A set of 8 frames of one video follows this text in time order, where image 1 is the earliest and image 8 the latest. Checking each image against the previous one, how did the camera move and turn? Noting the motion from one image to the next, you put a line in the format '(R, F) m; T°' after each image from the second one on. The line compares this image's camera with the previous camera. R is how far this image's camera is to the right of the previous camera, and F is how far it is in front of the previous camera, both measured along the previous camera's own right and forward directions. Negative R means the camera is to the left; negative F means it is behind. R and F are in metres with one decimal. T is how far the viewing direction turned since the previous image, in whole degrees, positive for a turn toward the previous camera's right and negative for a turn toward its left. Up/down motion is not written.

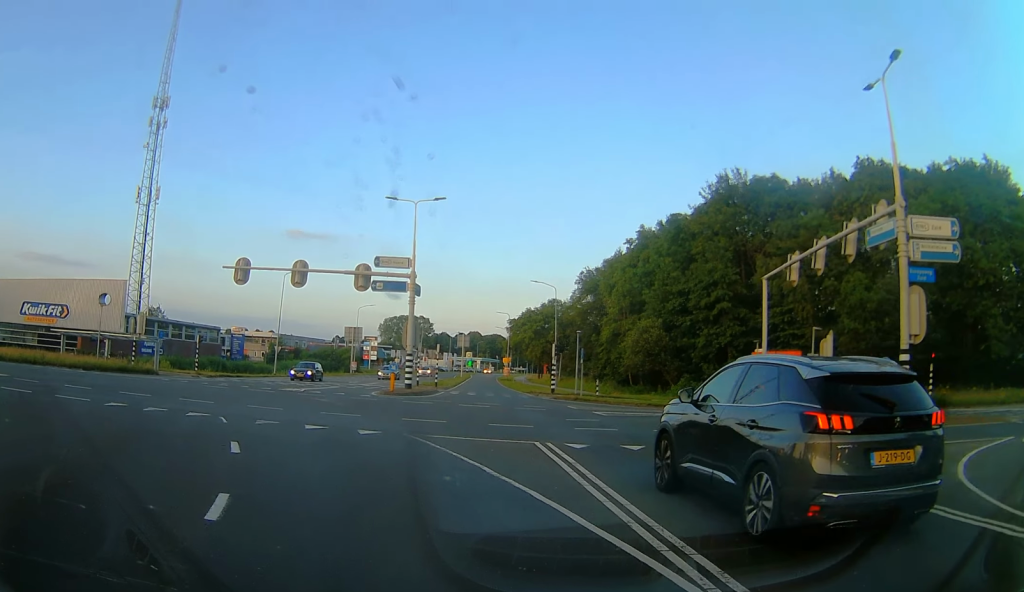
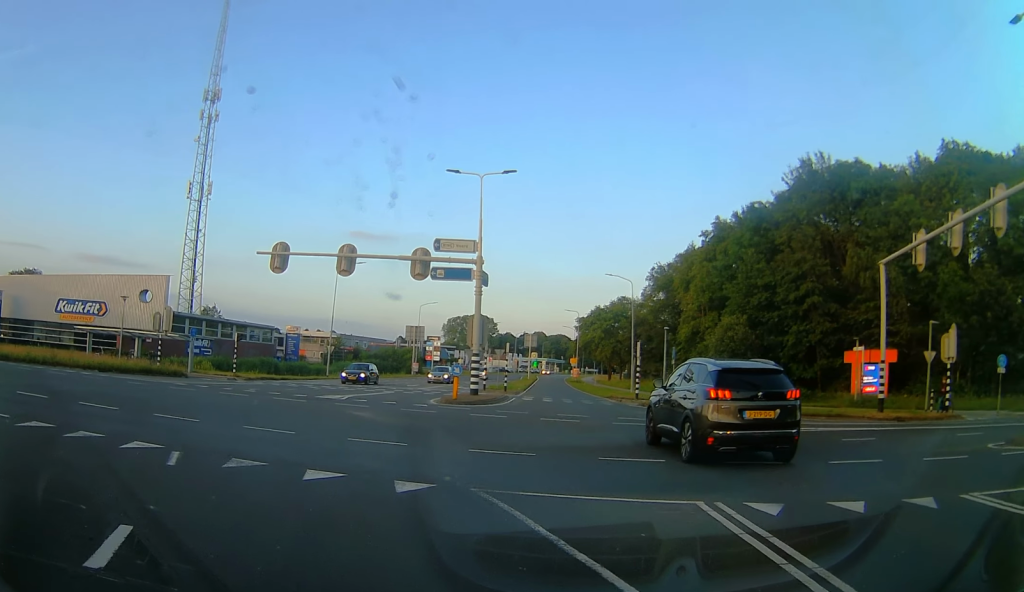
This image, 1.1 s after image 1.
(+0.4, +5.7) m; -8°
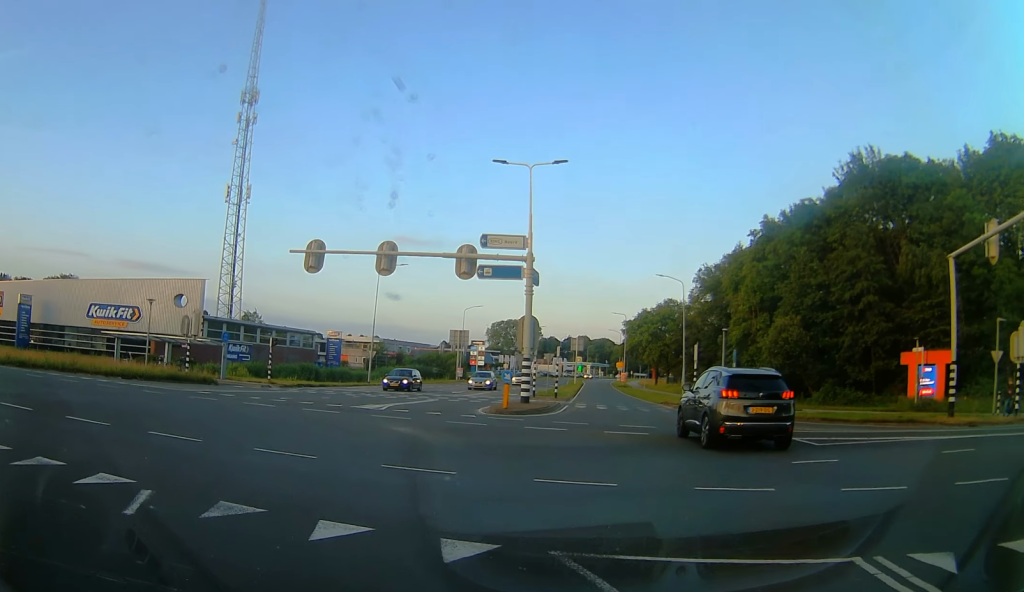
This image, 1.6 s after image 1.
(-0.4, +2.5) m; -8°
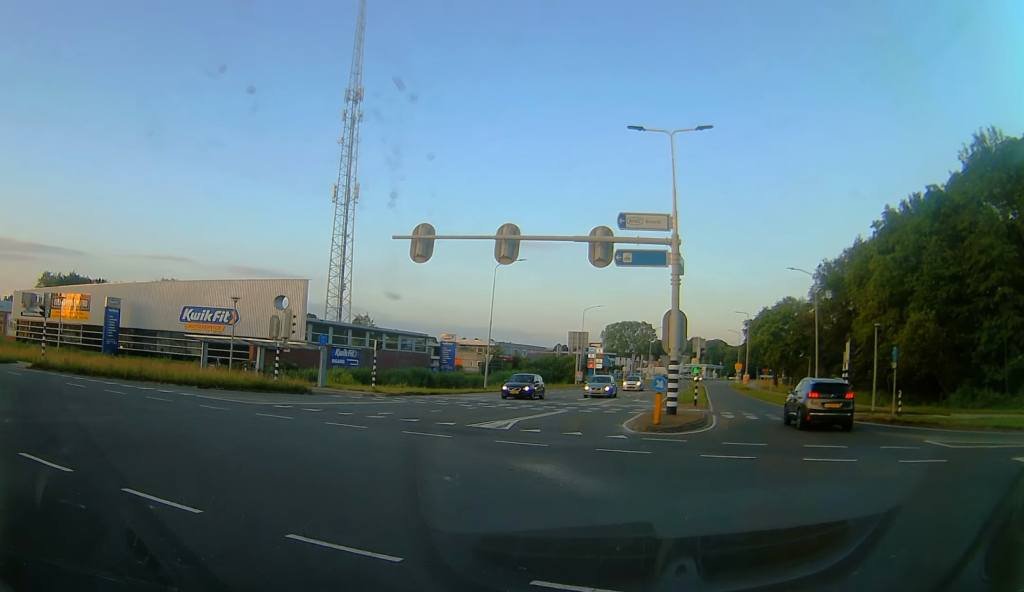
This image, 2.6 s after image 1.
(-0.9, +5.2) m; -14°
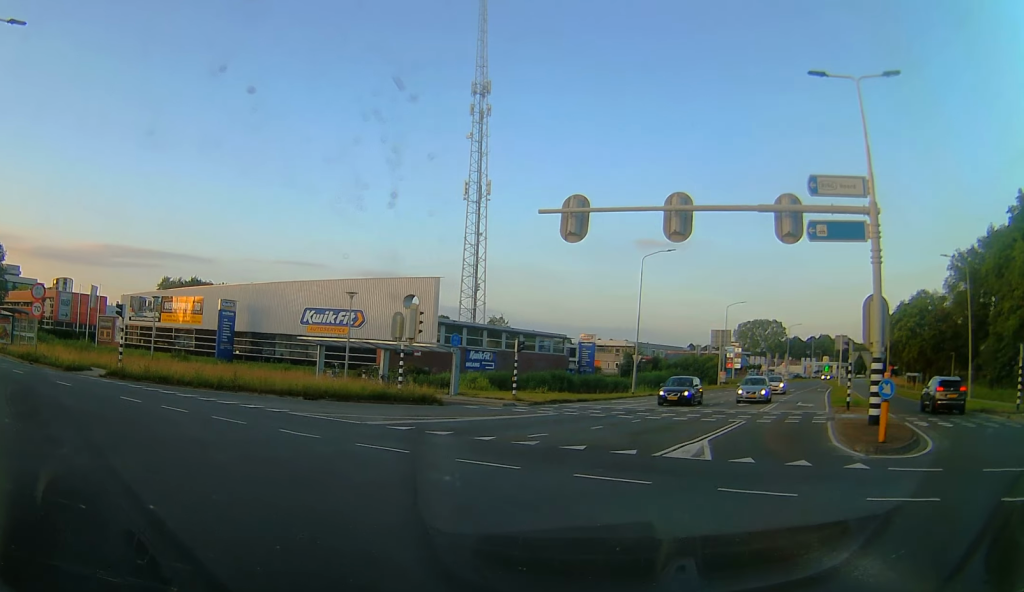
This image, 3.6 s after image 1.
(-0.3, +5.1) m; -8°
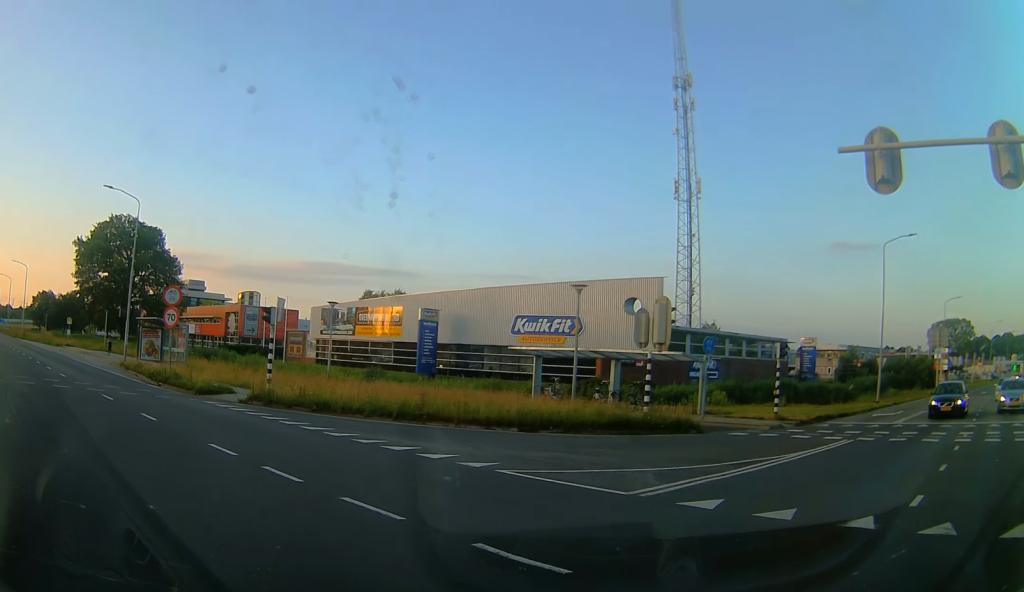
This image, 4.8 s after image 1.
(-0.8, +7.1) m; -12°
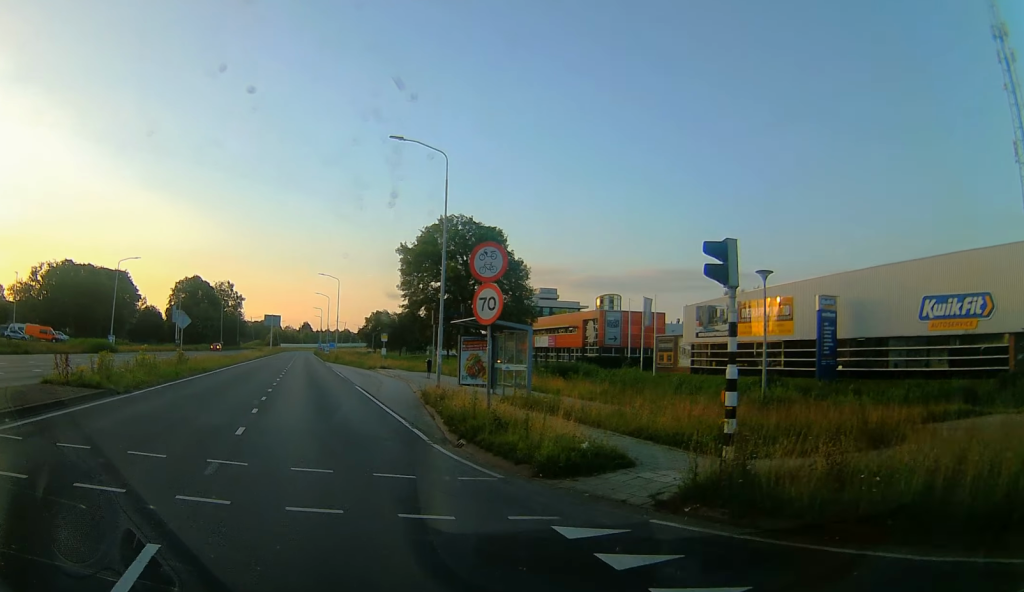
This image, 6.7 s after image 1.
(-2.6, +13.1) m; -26°
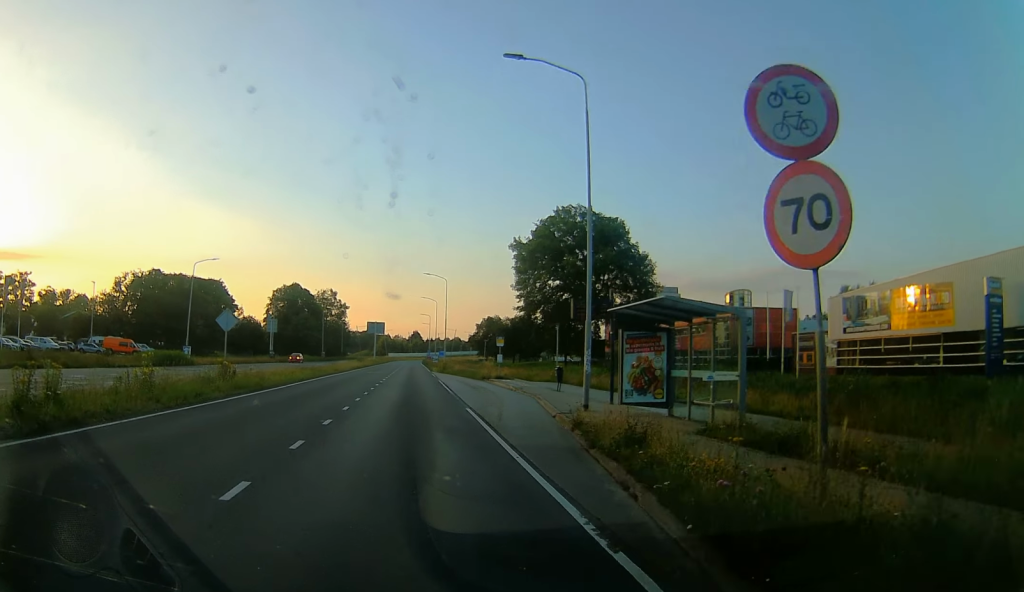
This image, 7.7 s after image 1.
(-1.2, +8.7) m; -9°
